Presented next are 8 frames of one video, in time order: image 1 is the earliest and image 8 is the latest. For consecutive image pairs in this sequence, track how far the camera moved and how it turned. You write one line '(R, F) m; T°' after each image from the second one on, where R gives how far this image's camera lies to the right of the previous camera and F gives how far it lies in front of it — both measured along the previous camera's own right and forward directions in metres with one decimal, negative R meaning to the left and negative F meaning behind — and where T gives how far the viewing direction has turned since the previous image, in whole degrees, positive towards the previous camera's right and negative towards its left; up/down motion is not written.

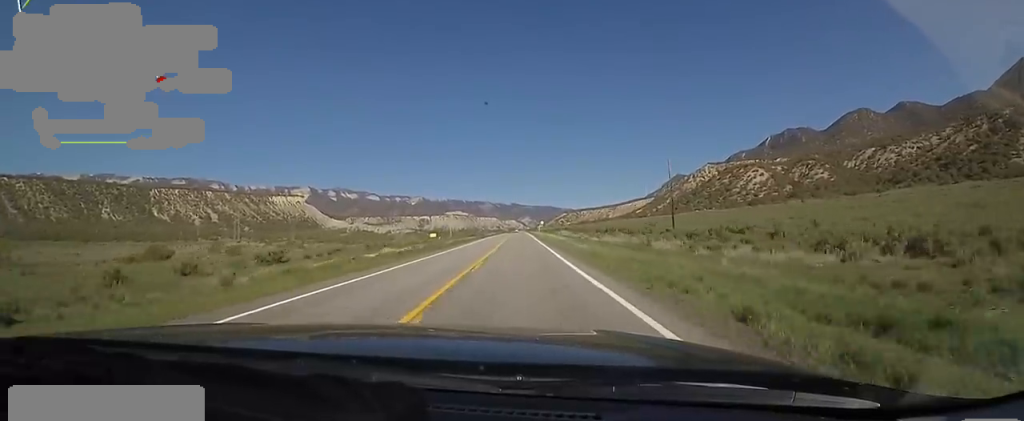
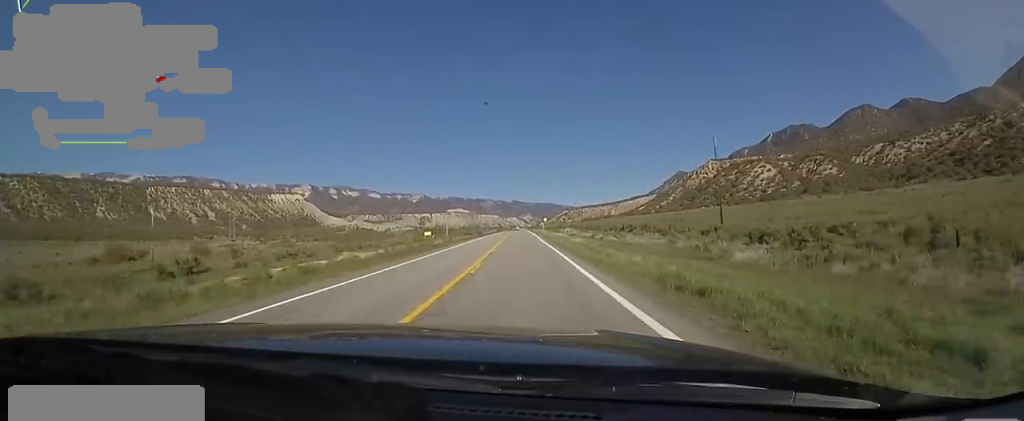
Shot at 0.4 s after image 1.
(+0.2, +13.0) m; 0°
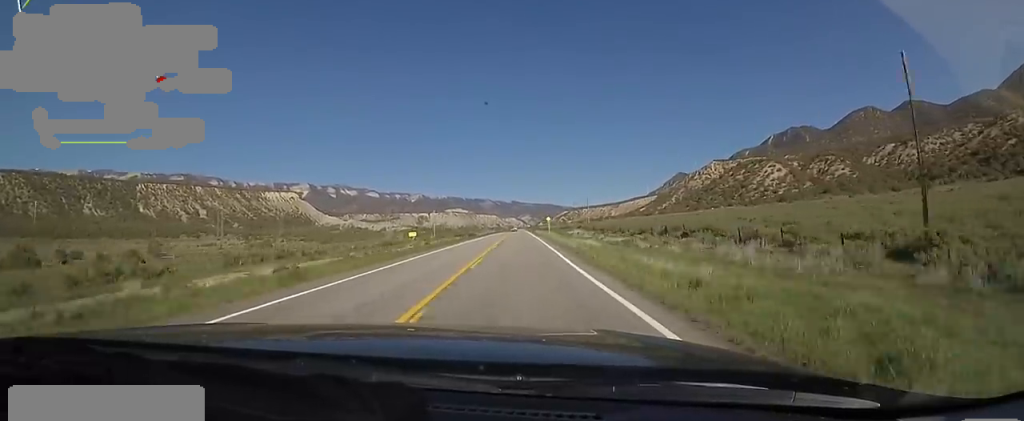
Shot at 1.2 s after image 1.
(+0.5, +23.1) m; 0°
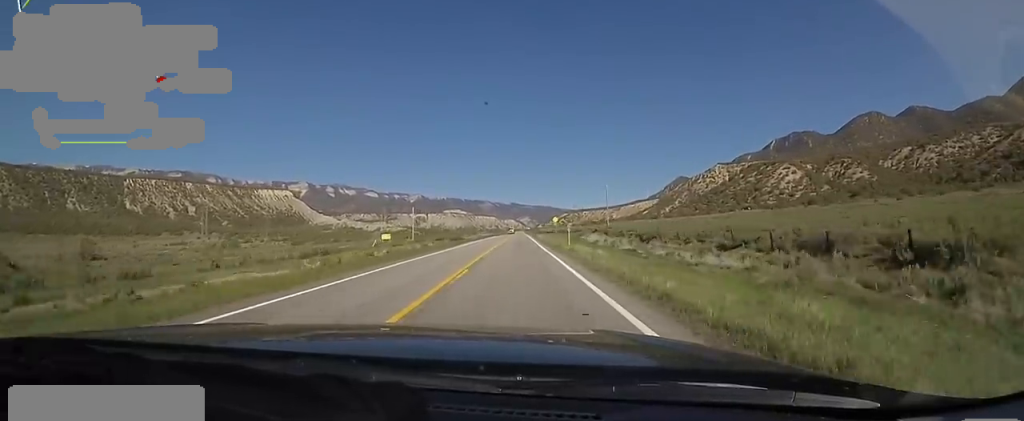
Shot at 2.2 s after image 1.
(-0.7, +29.0) m; -1°
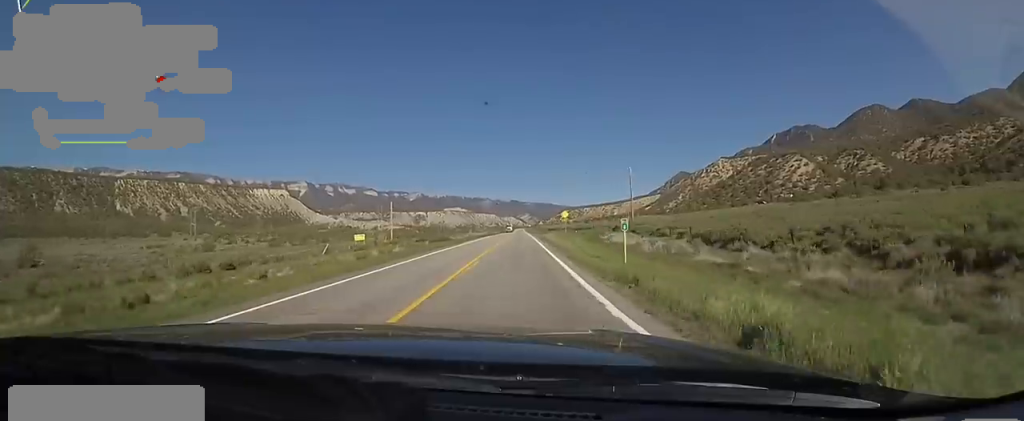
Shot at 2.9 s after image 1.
(0.0, +21.0) m; +1°
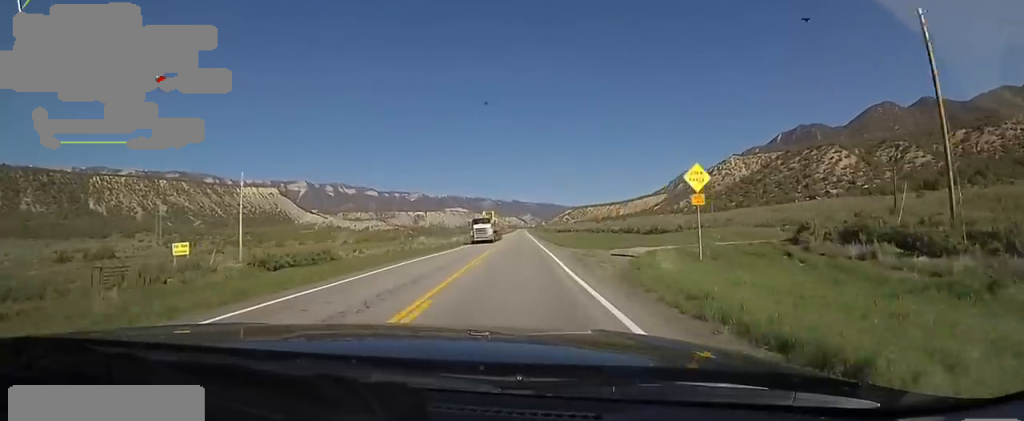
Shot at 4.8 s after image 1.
(+0.4, +58.3) m; -1°
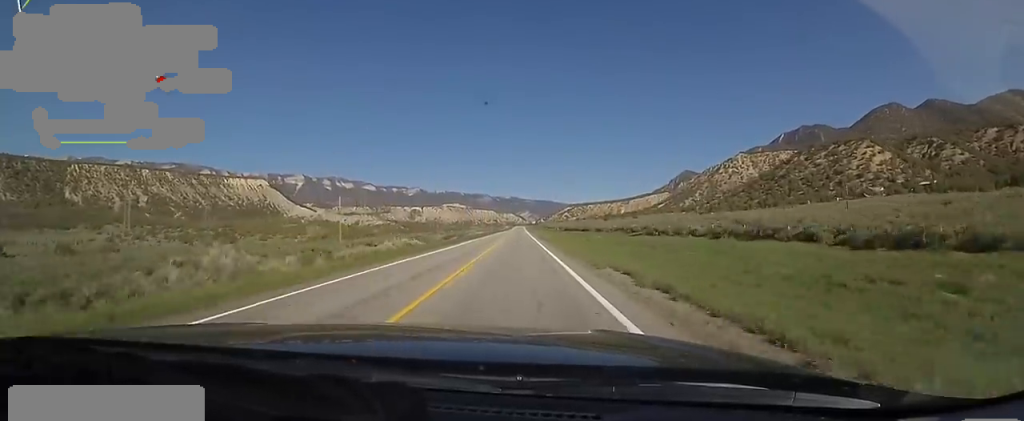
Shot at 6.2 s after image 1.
(-0.3, +41.1) m; +1°
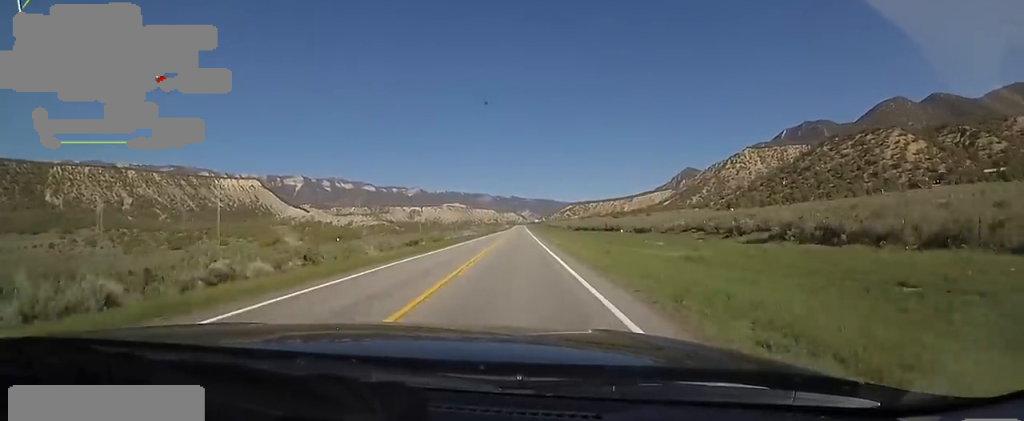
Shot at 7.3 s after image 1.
(+0.6, +34.3) m; 0°
